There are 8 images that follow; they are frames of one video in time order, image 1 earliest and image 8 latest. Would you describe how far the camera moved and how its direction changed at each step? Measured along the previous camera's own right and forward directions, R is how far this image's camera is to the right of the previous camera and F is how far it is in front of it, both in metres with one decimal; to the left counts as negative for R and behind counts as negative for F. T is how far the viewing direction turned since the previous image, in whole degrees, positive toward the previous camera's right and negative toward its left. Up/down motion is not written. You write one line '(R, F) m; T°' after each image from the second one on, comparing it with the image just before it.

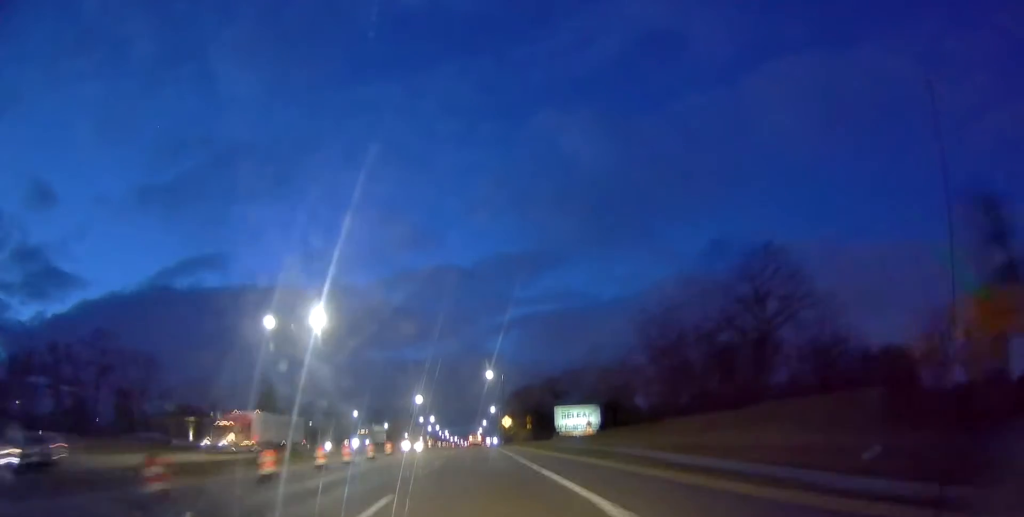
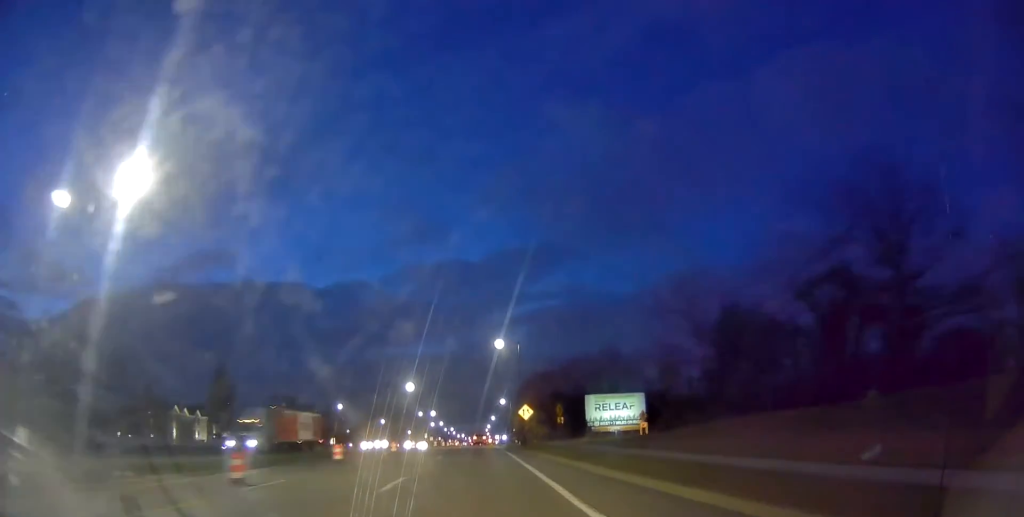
(0.0, +26.2) m; 0°
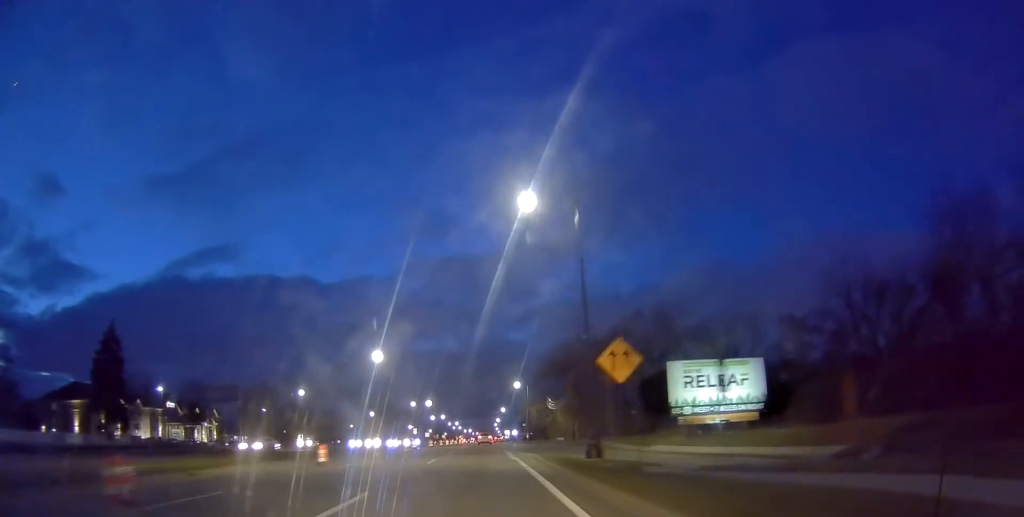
(0.0, +35.0) m; 0°
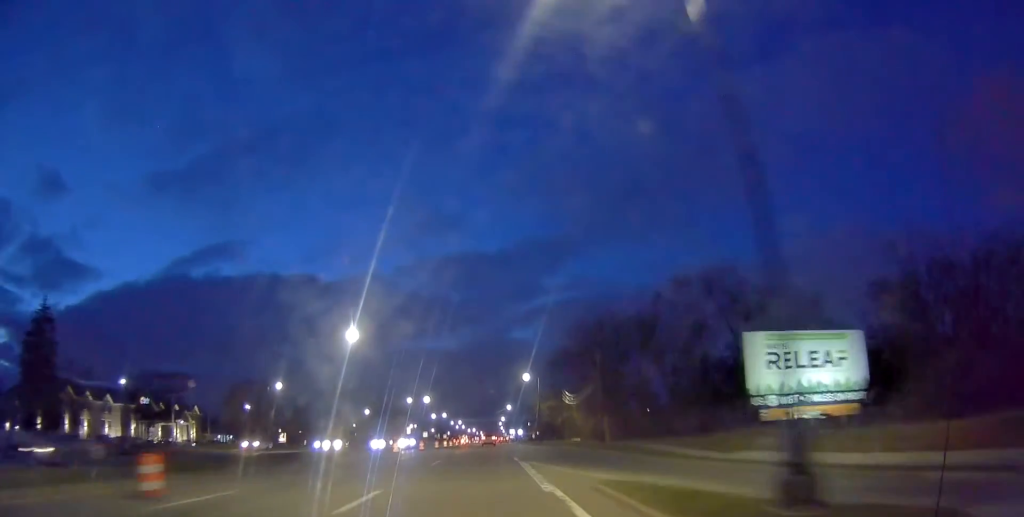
(0.0, +14.1) m; 0°
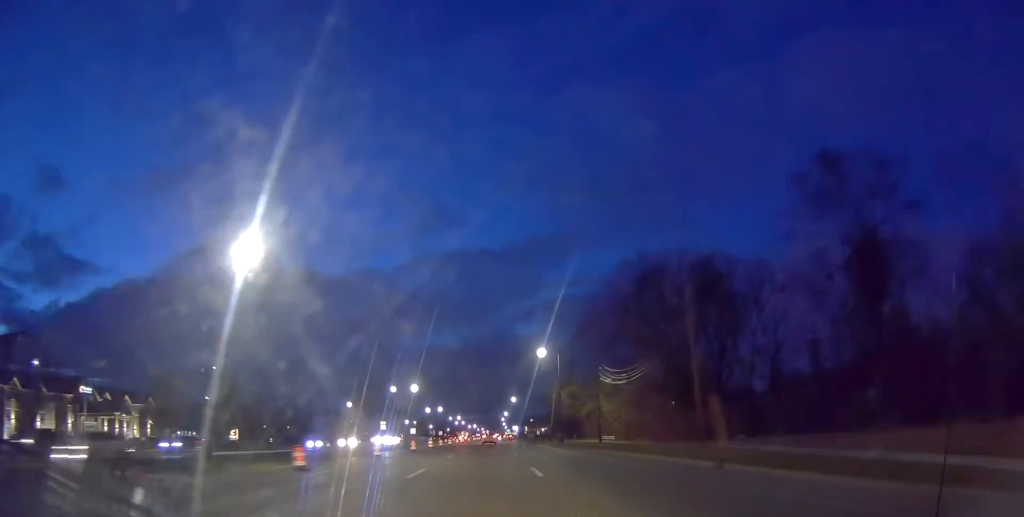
(-0.3, +24.7) m; -1°
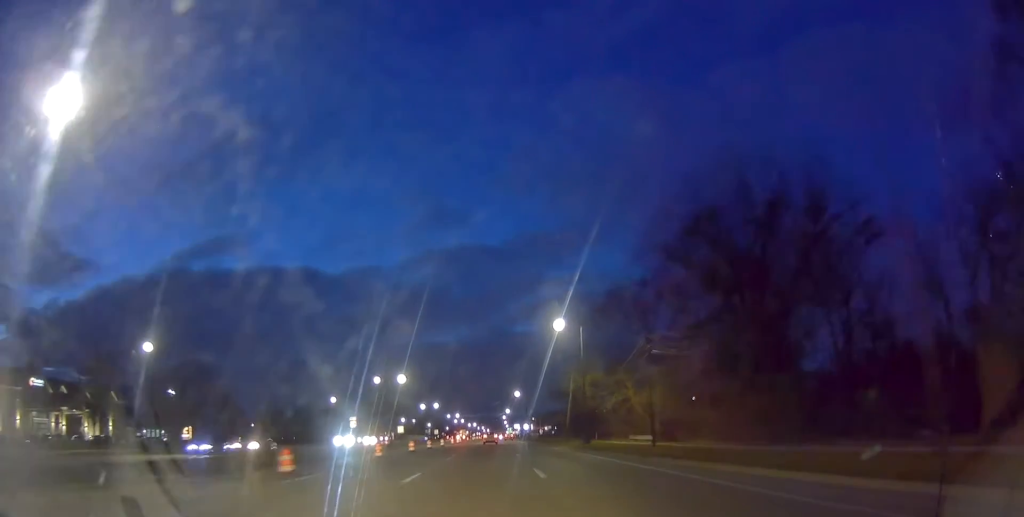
(-0.1, +16.1) m; 0°
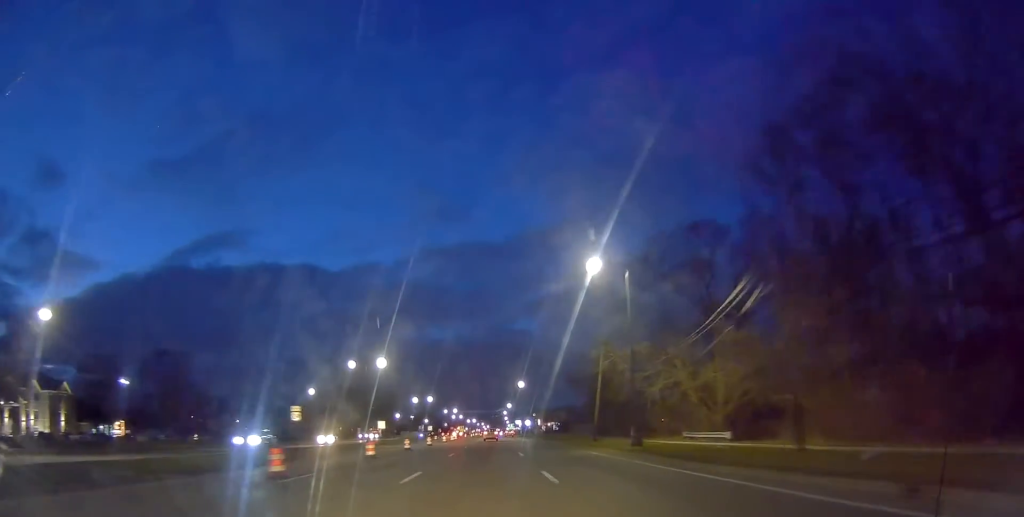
(+0.3, +16.7) m; -1°
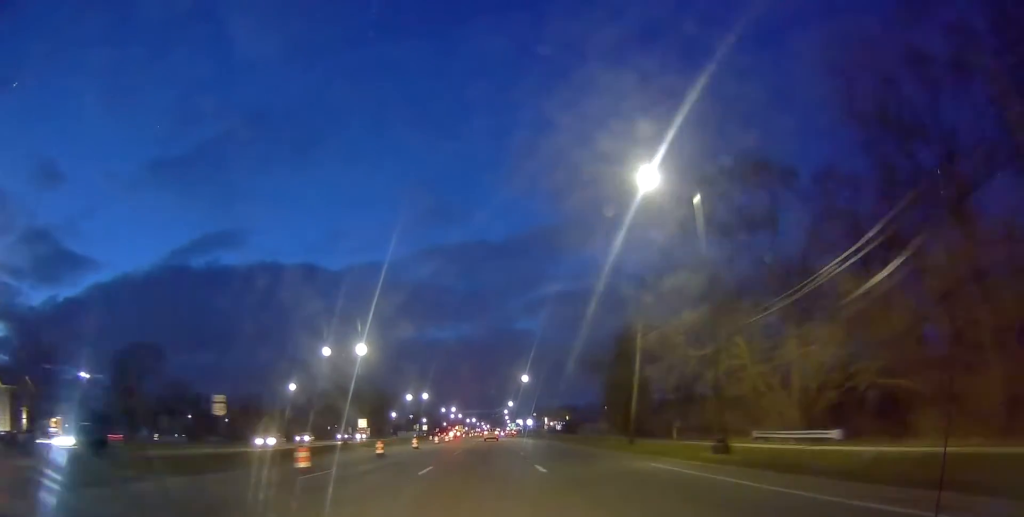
(-0.4, +11.8) m; 0°
